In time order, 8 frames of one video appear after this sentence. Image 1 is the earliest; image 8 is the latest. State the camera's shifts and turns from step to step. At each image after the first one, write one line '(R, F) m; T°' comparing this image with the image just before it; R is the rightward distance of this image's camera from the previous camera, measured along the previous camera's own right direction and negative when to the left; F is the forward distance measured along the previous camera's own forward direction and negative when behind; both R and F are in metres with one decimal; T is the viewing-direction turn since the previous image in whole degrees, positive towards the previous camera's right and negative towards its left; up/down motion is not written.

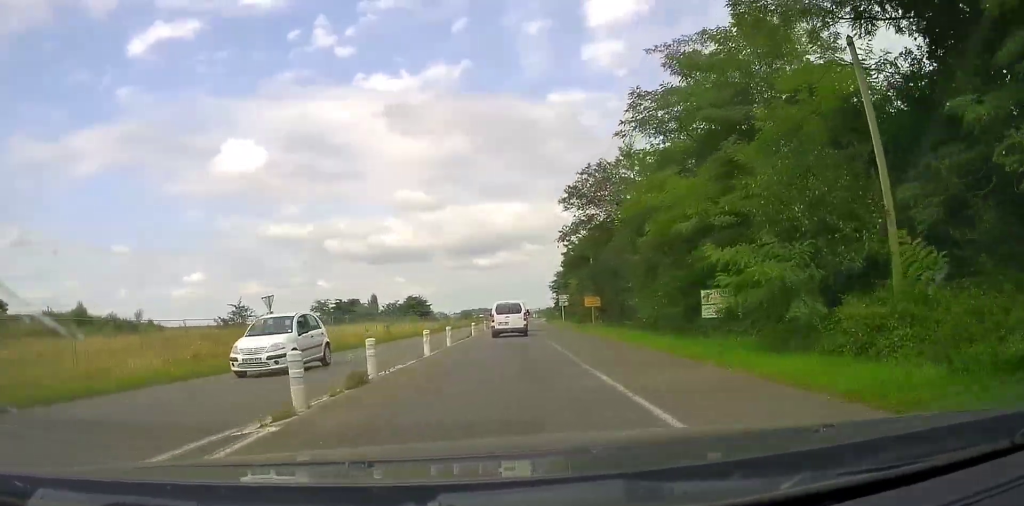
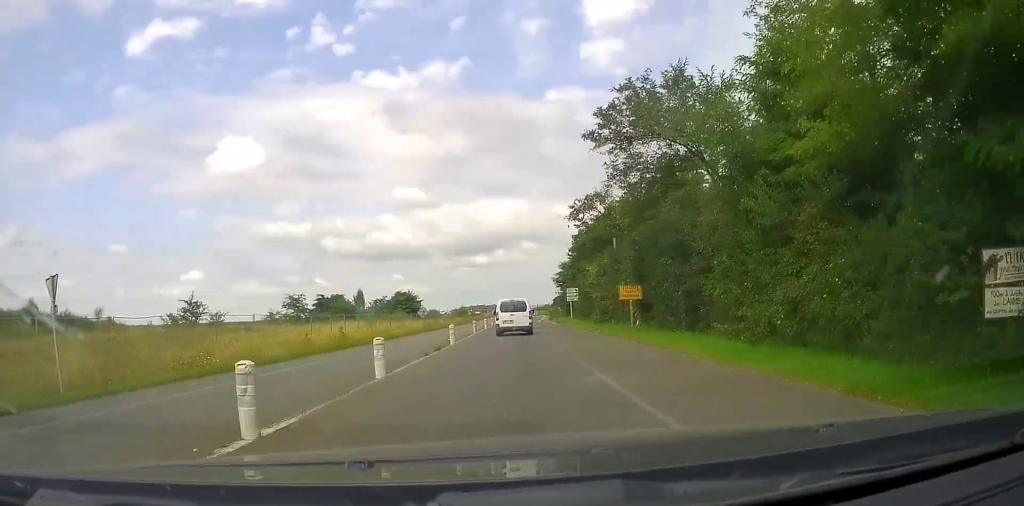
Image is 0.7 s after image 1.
(-0.1, +12.8) m; -1°
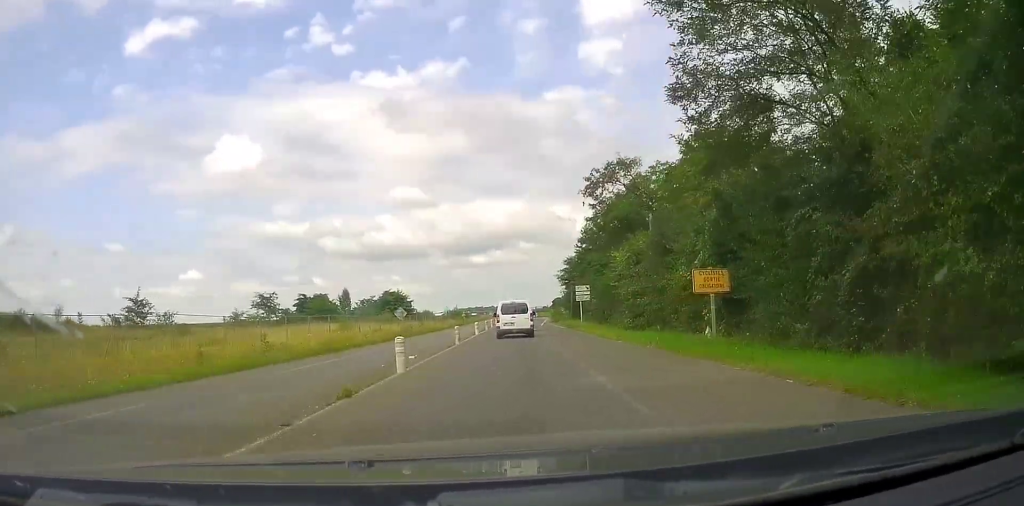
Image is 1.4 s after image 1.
(-0.1, +11.2) m; 0°
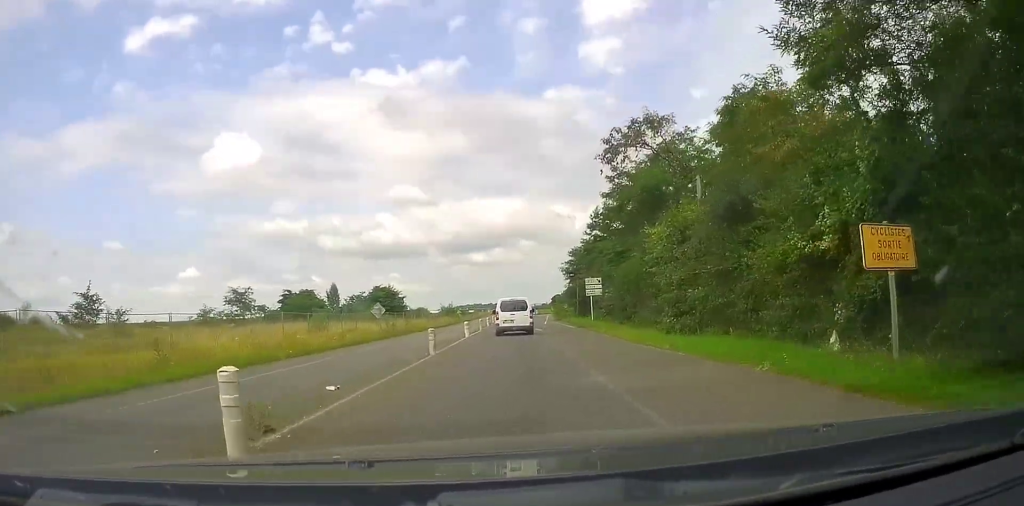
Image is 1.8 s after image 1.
(0.0, +8.0) m; +1°
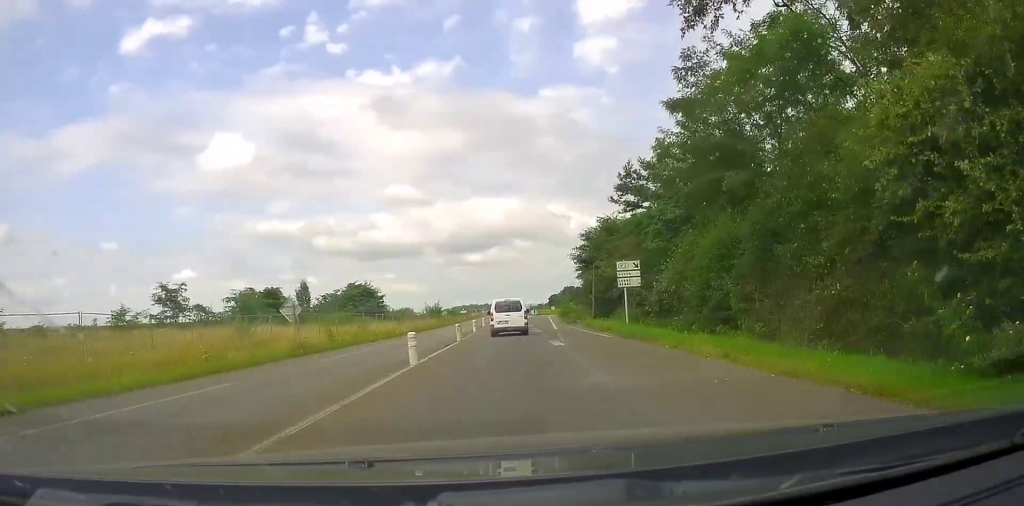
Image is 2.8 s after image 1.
(+0.2, +15.8) m; +1°
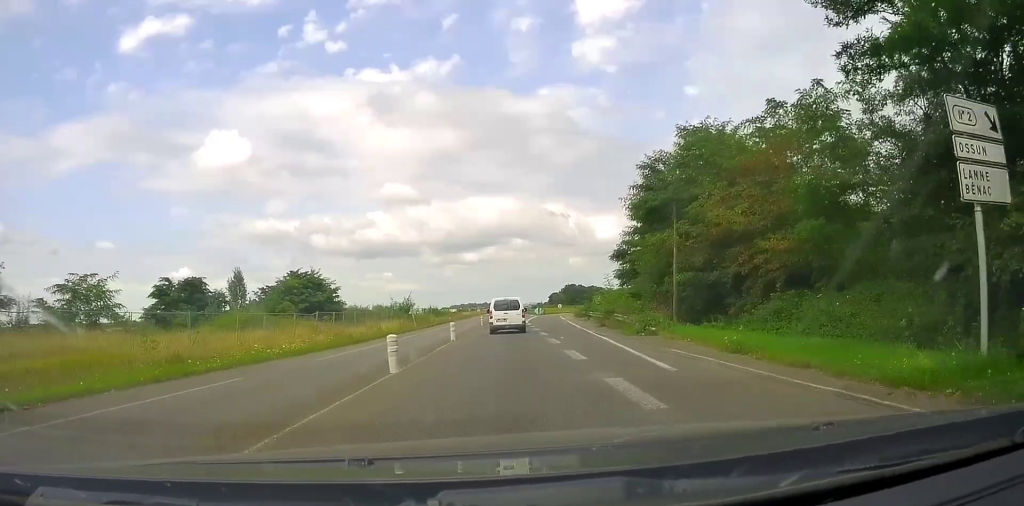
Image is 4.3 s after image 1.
(+0.3, +26.0) m; +1°
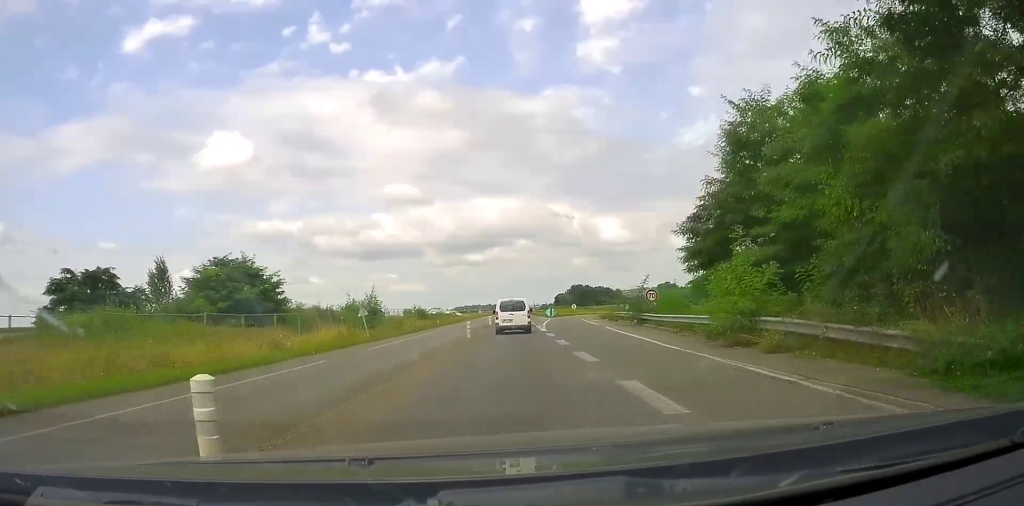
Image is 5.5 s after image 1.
(+0.1, +19.1) m; 0°
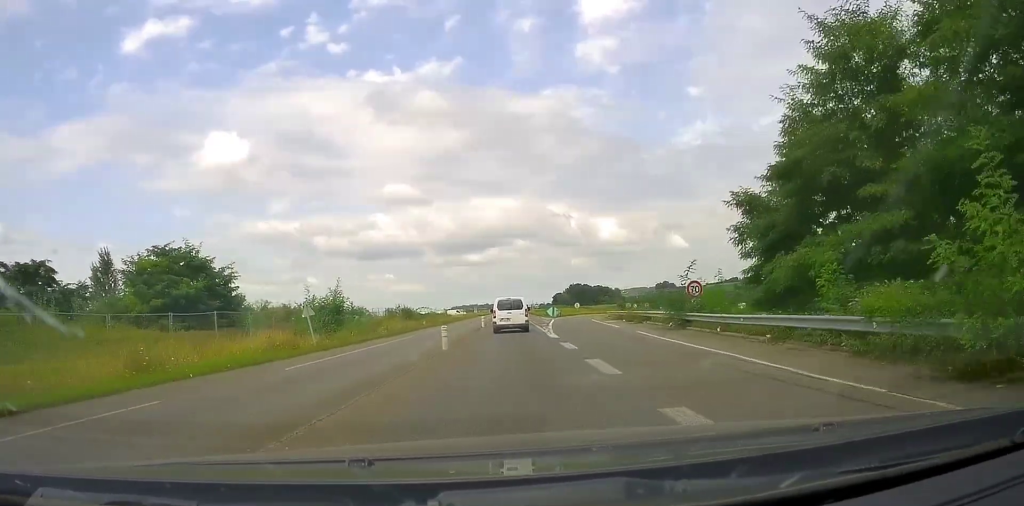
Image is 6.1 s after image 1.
(0.0, +8.6) m; 0°
